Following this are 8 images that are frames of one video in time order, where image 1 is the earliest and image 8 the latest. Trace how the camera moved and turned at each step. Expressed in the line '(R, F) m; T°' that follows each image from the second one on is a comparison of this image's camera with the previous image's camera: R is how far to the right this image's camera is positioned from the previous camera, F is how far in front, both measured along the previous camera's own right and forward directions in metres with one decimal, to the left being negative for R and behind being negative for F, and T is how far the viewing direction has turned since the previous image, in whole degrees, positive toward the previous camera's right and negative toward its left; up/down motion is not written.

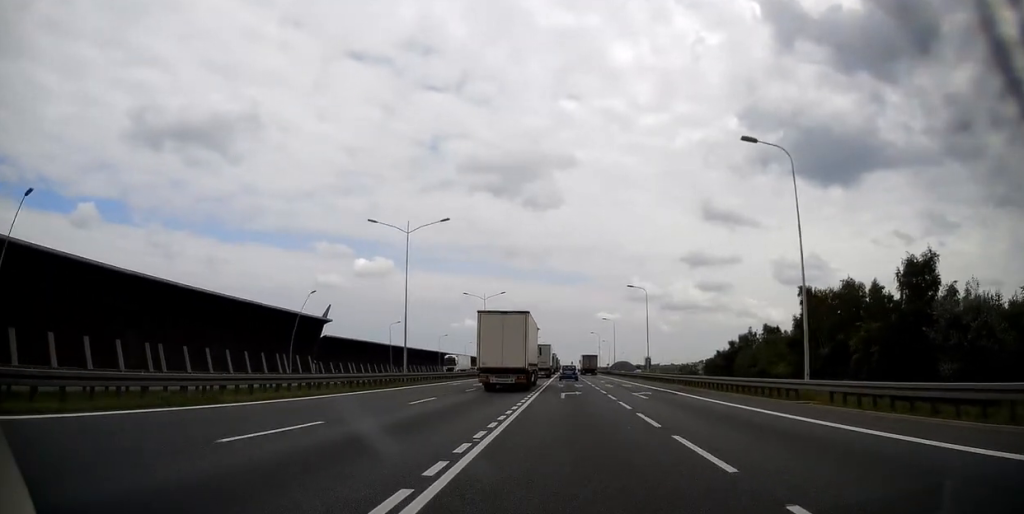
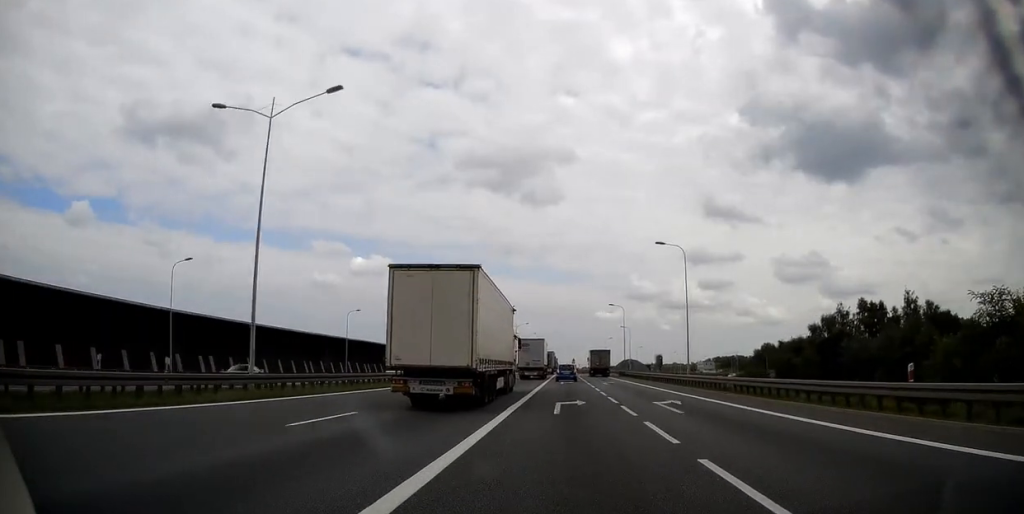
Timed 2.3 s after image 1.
(+0.1, +69.3) m; +1°
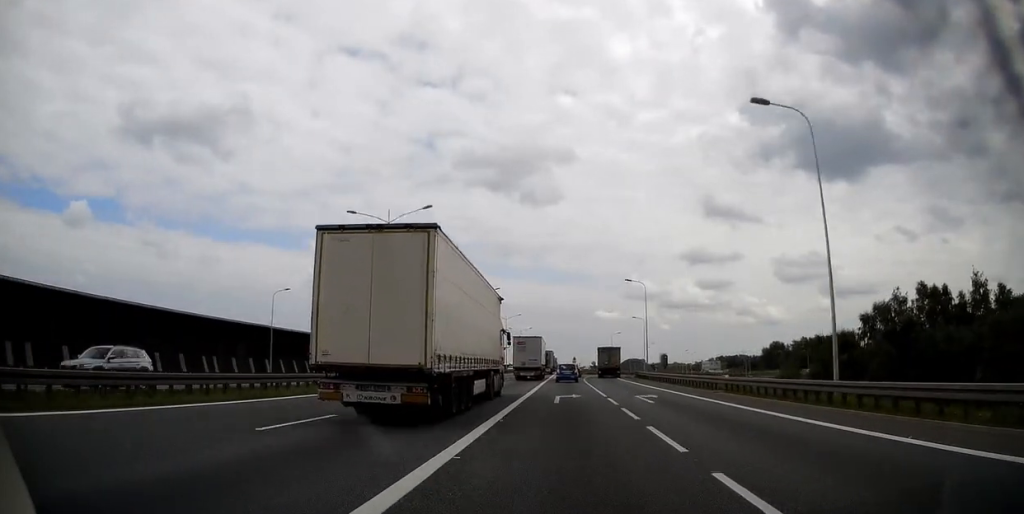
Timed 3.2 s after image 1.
(0.0, +25.4) m; 0°
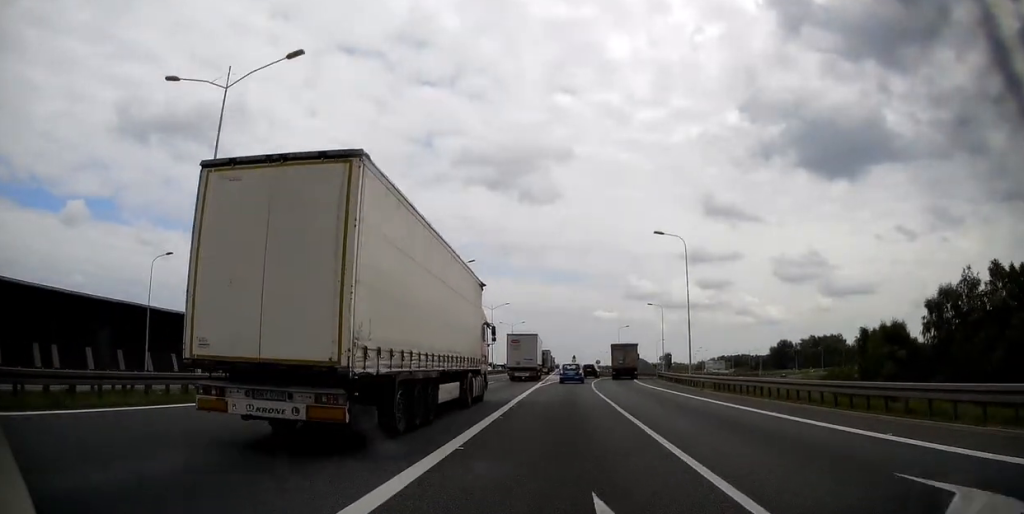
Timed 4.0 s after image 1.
(0.0, +23.2) m; -1°
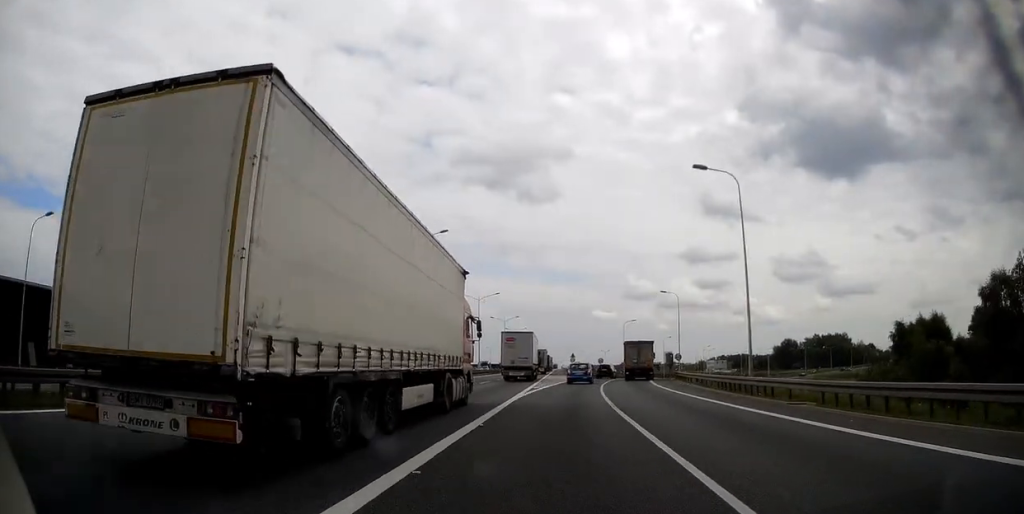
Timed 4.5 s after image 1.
(-0.2, +14.2) m; 0°
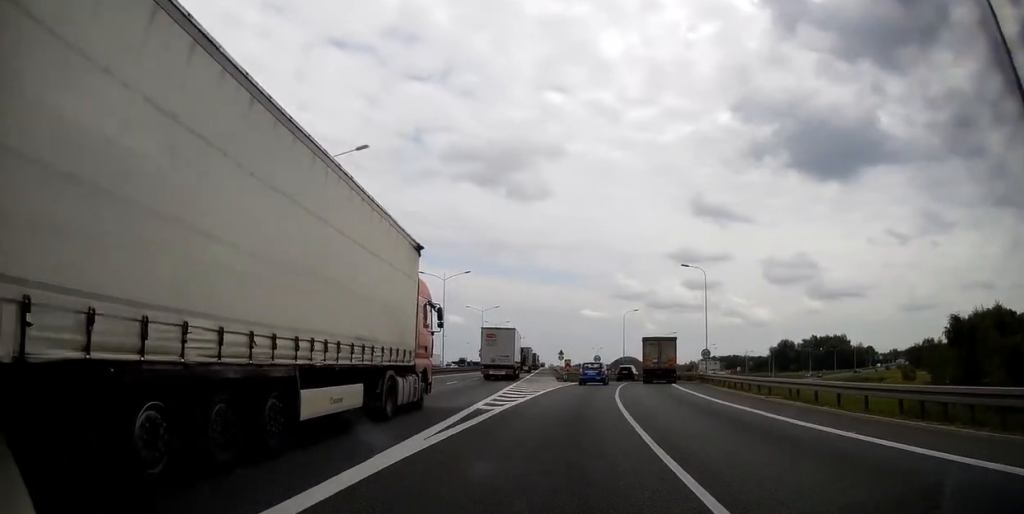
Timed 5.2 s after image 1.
(-0.1, +19.6) m; +1°
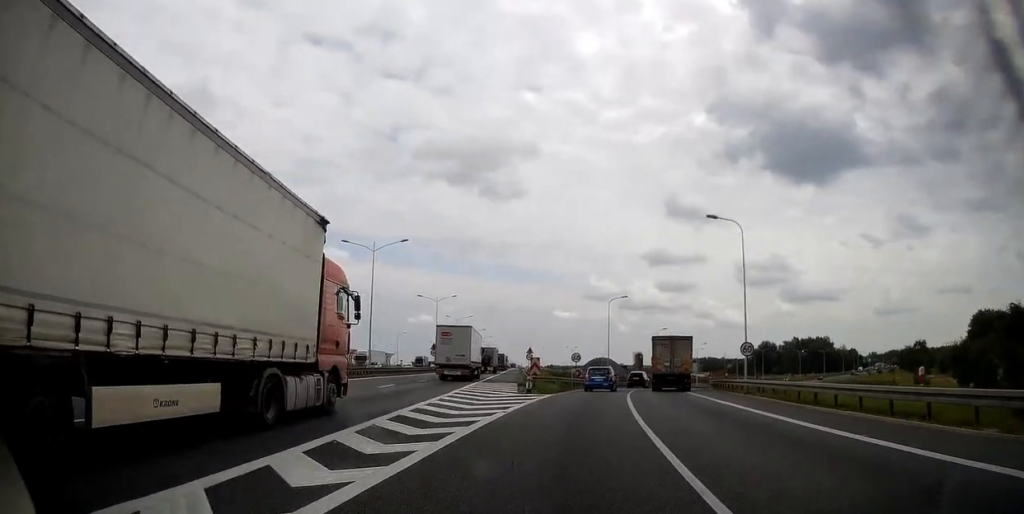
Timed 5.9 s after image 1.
(+0.3, +19.2) m; +3°
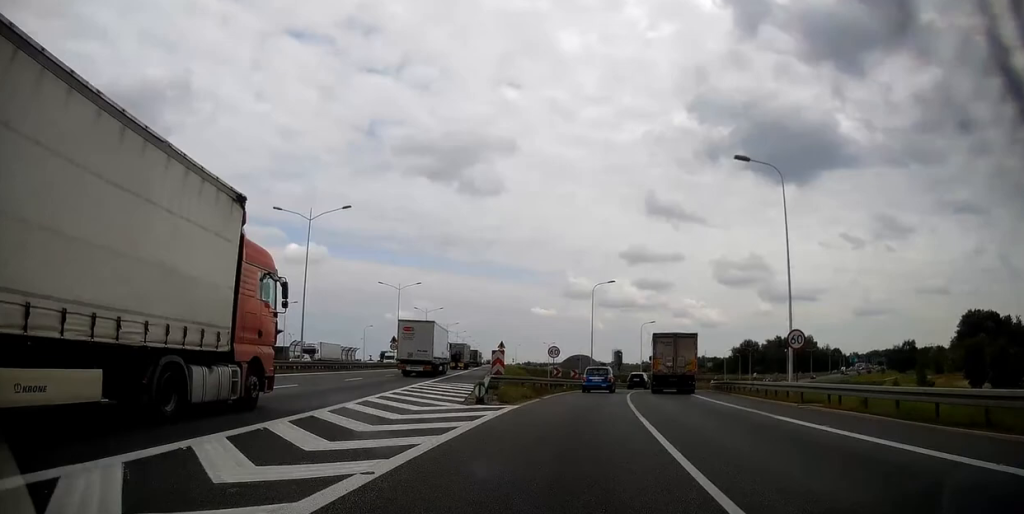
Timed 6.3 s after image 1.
(+0.3, +10.6) m; +1°
